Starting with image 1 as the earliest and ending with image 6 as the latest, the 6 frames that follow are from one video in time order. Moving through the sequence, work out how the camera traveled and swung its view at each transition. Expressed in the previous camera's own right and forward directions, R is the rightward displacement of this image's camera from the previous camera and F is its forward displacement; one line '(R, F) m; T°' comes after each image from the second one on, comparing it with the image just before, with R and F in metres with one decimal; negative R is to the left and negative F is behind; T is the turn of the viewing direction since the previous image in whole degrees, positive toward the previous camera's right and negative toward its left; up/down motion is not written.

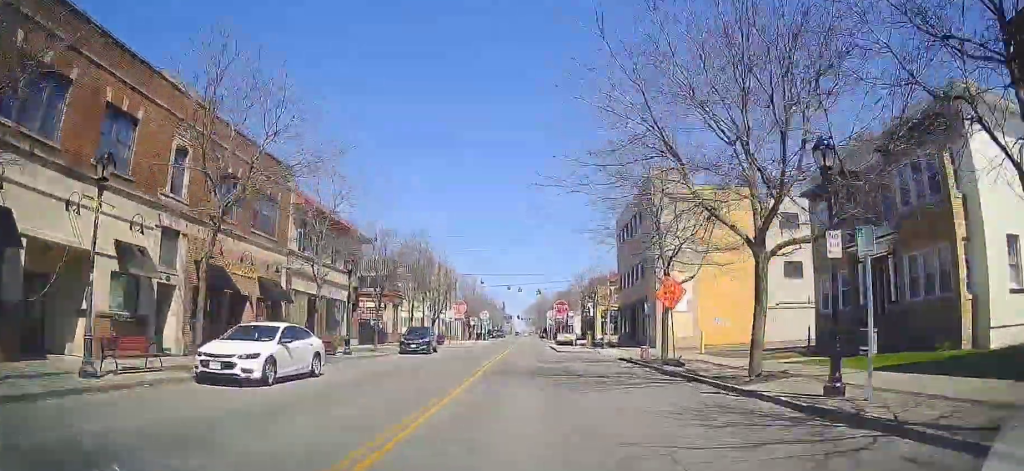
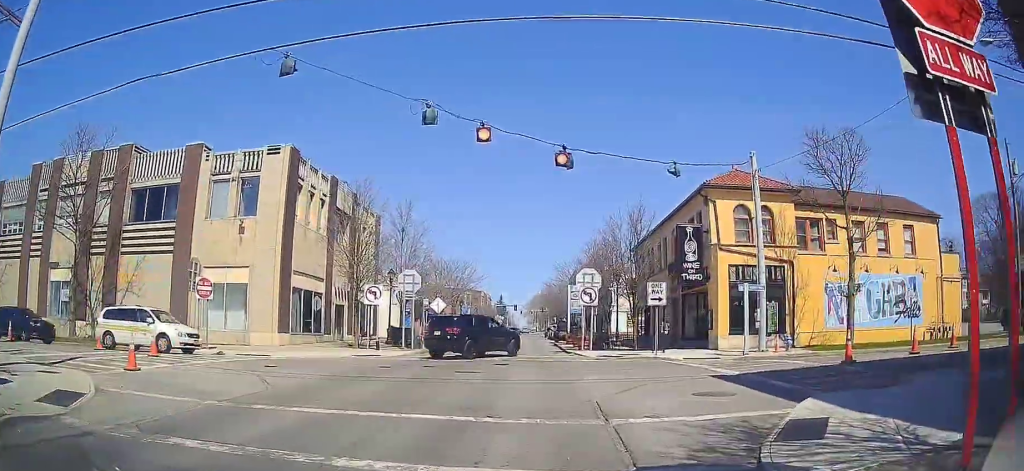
(+1.6, +39.7) m; +1°
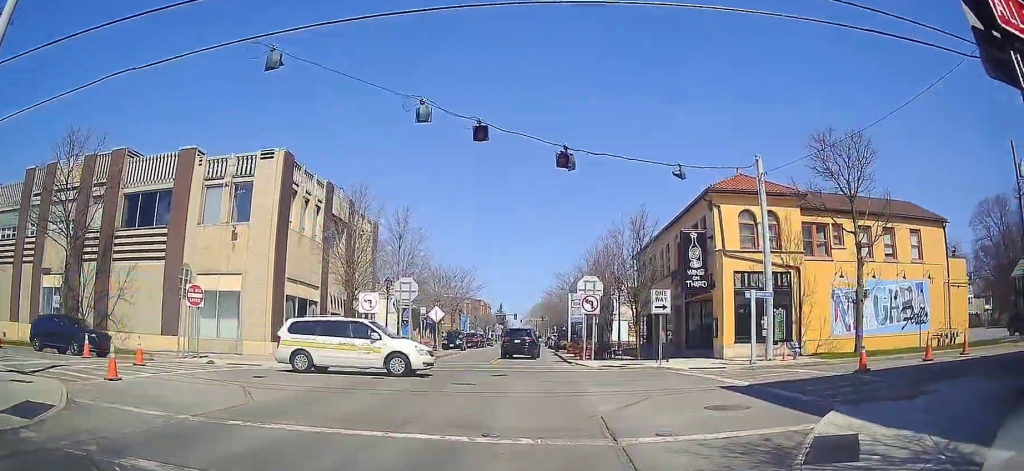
(-0.4, +9.0) m; -1°
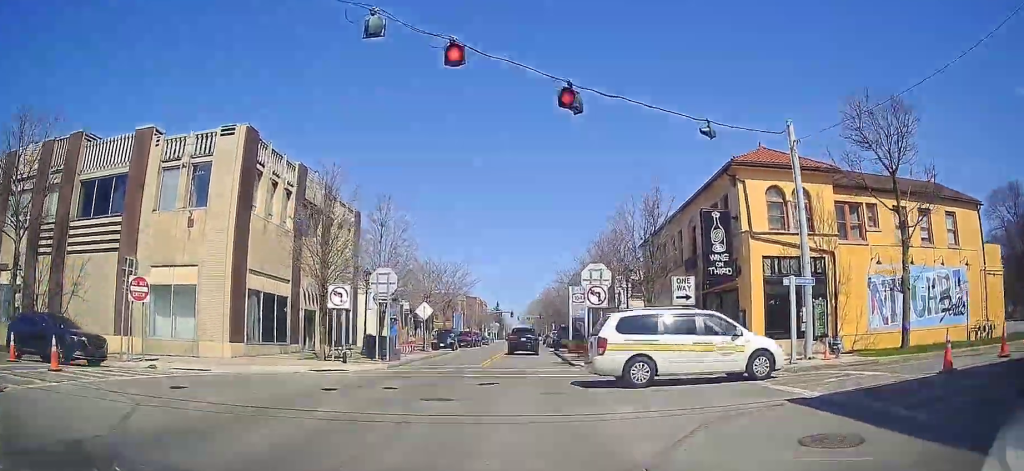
(0.0, +6.8) m; 0°
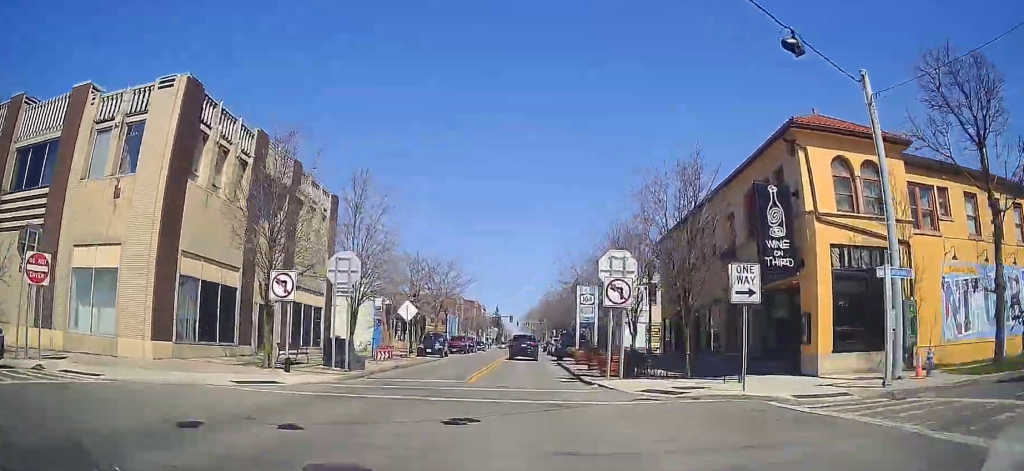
(+0.1, +6.4) m; 0°
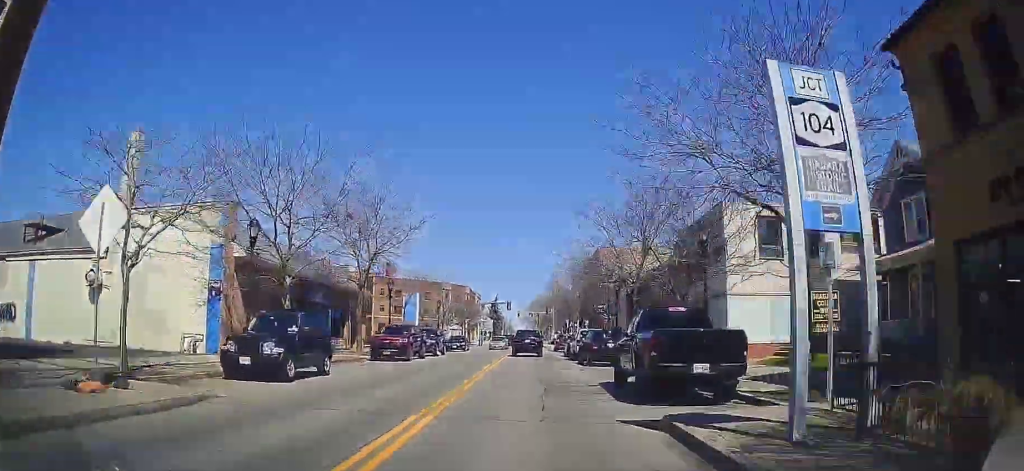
(-0.1, +23.0) m; 0°
